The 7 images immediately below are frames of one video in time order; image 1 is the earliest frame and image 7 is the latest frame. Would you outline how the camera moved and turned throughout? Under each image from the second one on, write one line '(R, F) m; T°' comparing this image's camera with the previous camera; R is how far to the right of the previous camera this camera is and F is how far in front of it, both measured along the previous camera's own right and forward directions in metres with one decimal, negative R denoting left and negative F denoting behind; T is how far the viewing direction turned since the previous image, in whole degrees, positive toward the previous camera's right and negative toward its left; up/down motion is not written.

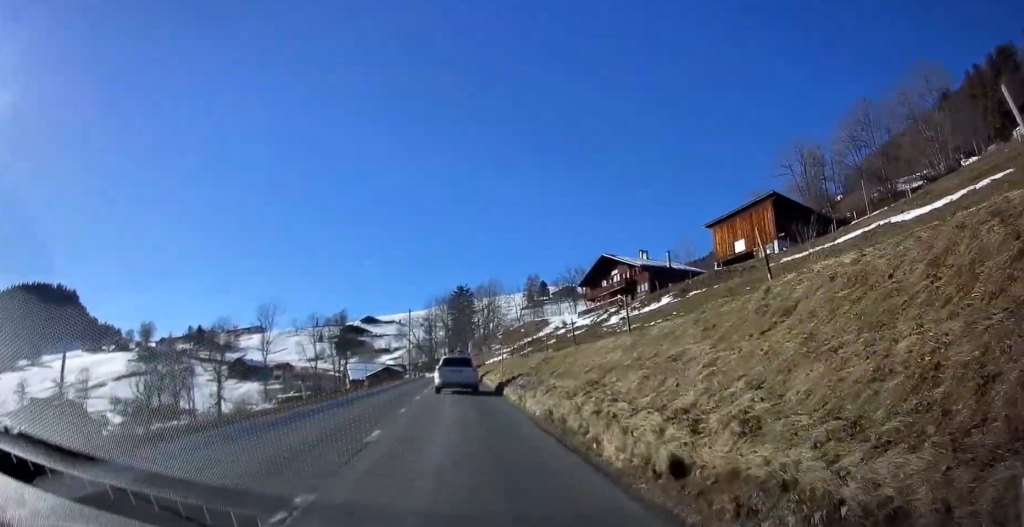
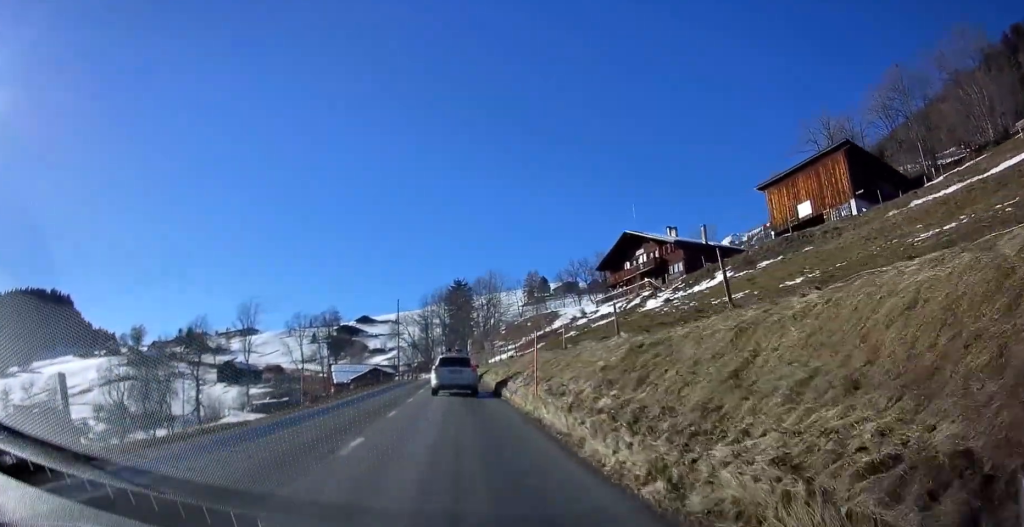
(-0.2, +13.6) m; 0°
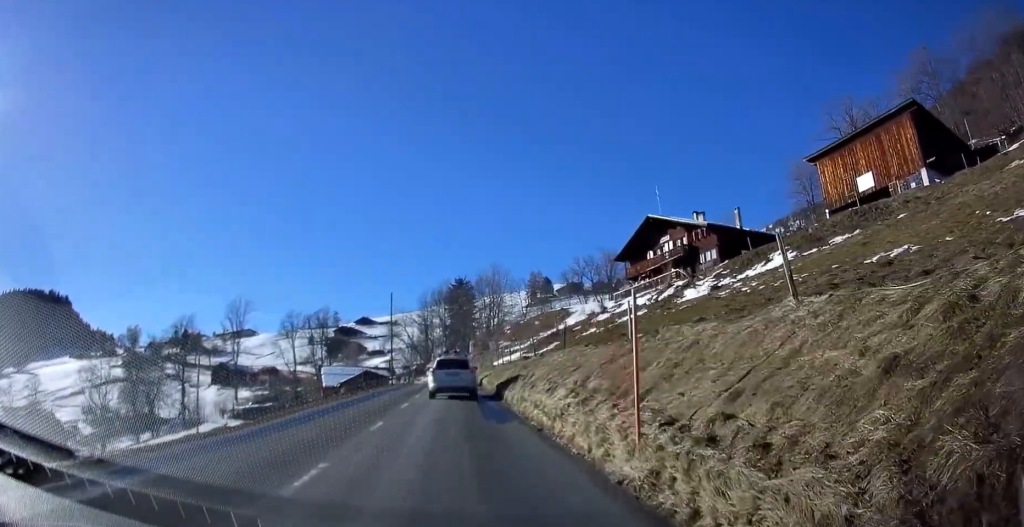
(+0.1, +8.3) m; 0°
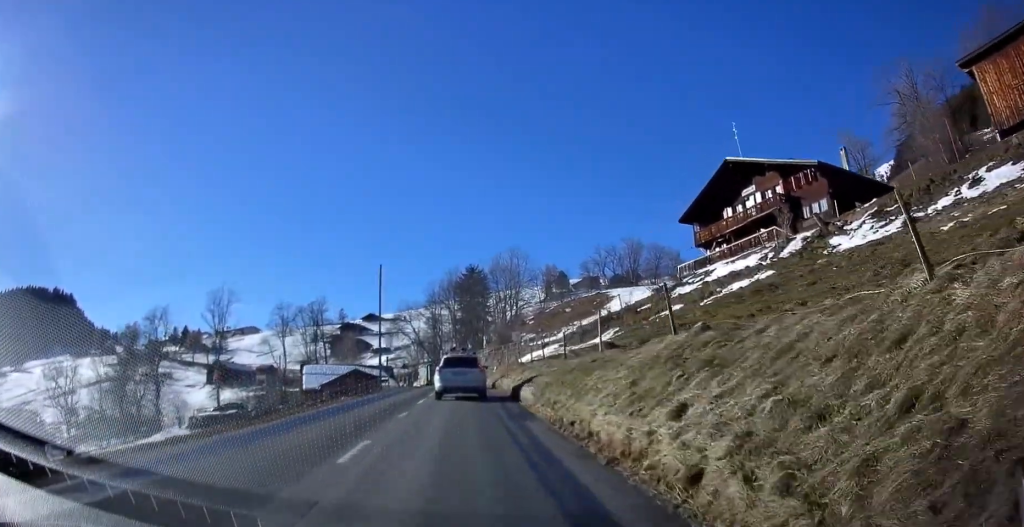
(-0.2, +17.3) m; -2°
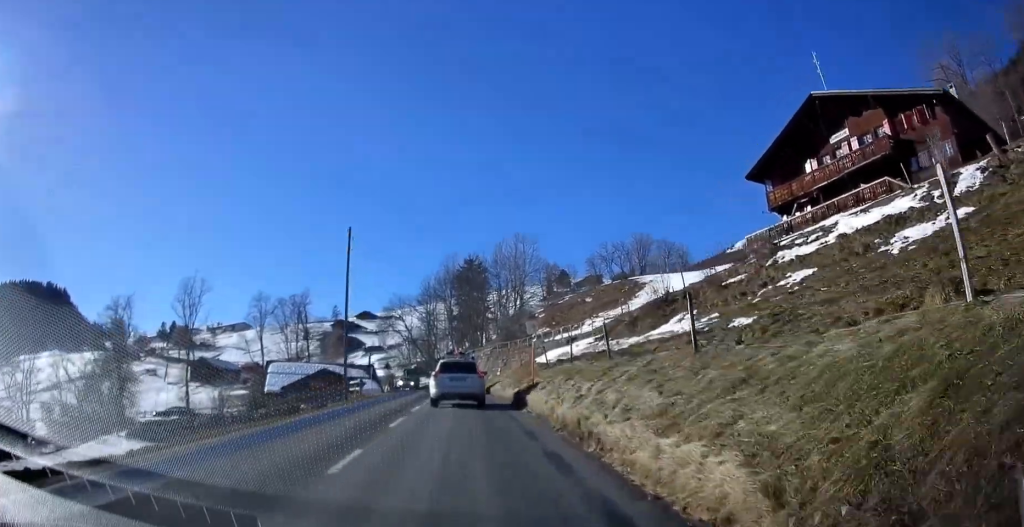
(-0.2, +13.1) m; 0°
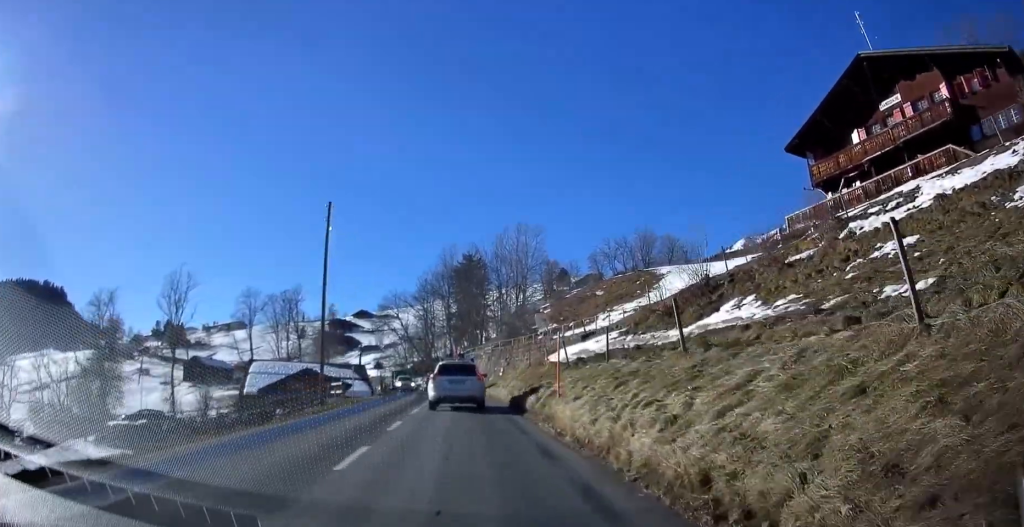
(0.0, +5.3) m; 0°
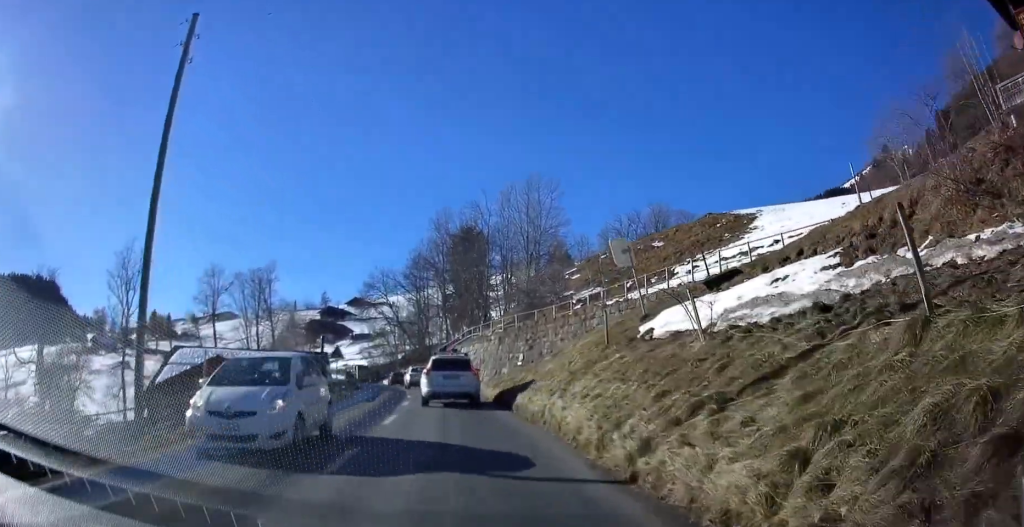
(+0.2, +17.5) m; +1°
